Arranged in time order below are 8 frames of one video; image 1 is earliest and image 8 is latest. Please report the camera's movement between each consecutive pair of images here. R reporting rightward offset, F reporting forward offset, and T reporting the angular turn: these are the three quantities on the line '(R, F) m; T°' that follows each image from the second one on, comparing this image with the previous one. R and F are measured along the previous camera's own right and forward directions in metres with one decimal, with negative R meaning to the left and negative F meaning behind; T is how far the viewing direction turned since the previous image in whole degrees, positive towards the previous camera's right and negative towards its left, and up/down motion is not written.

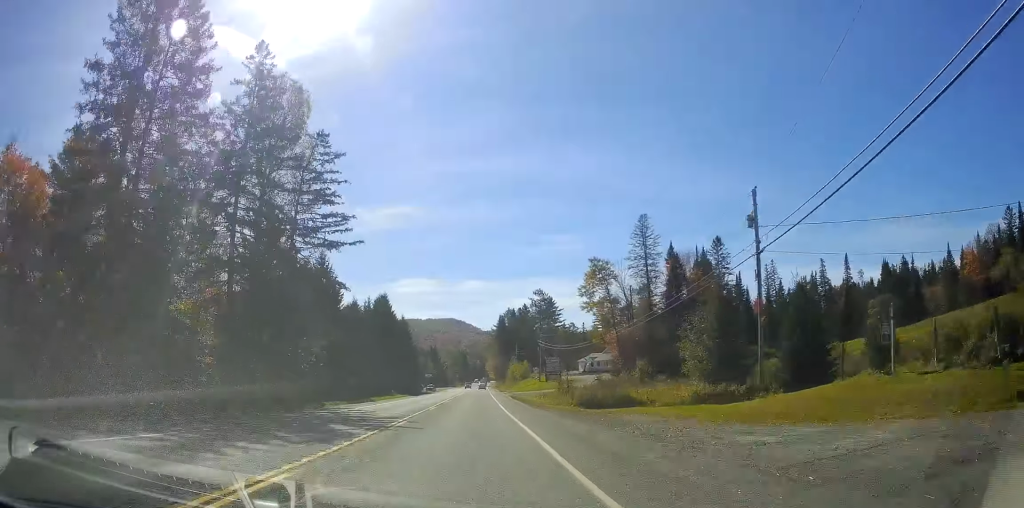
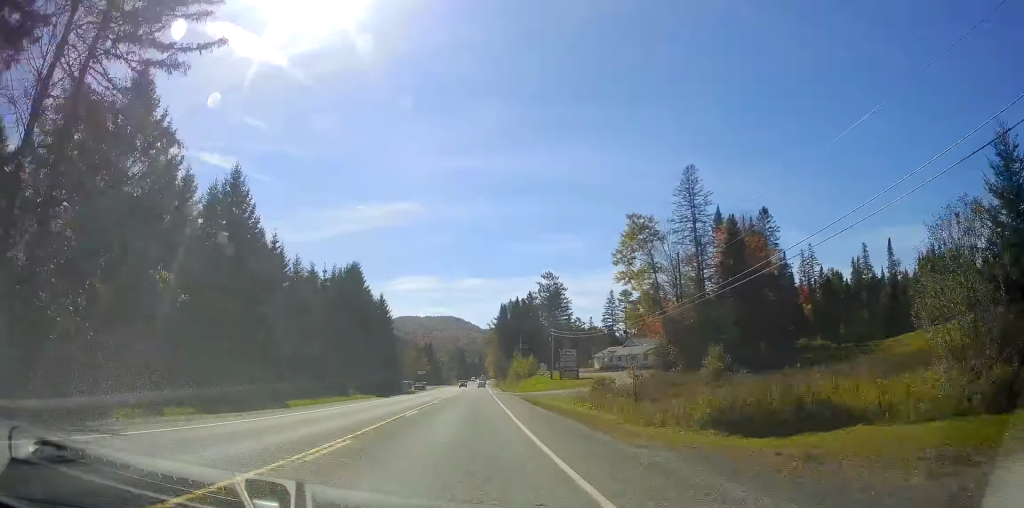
(0.0, +21.1) m; 0°
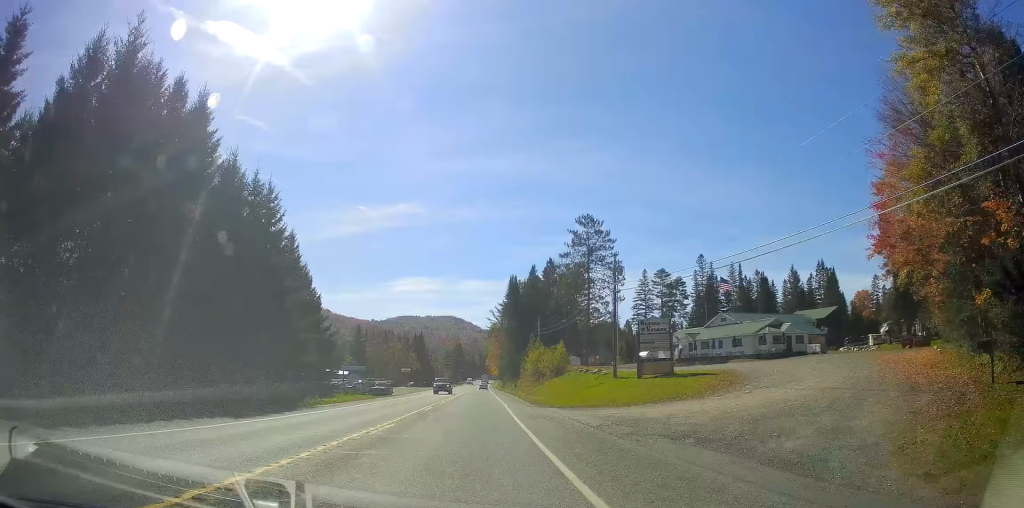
(+0.4, +44.5) m; 0°
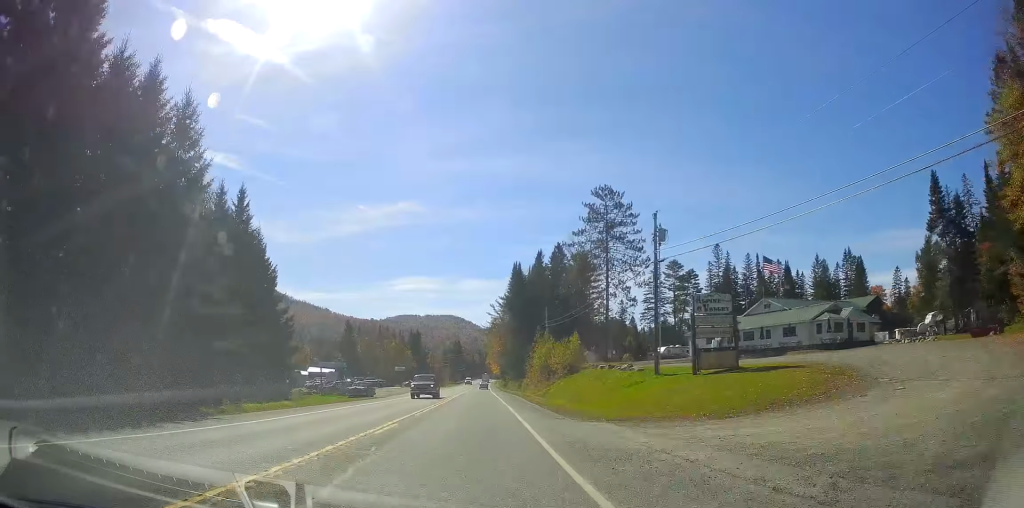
(0.0, +12.1) m; 0°
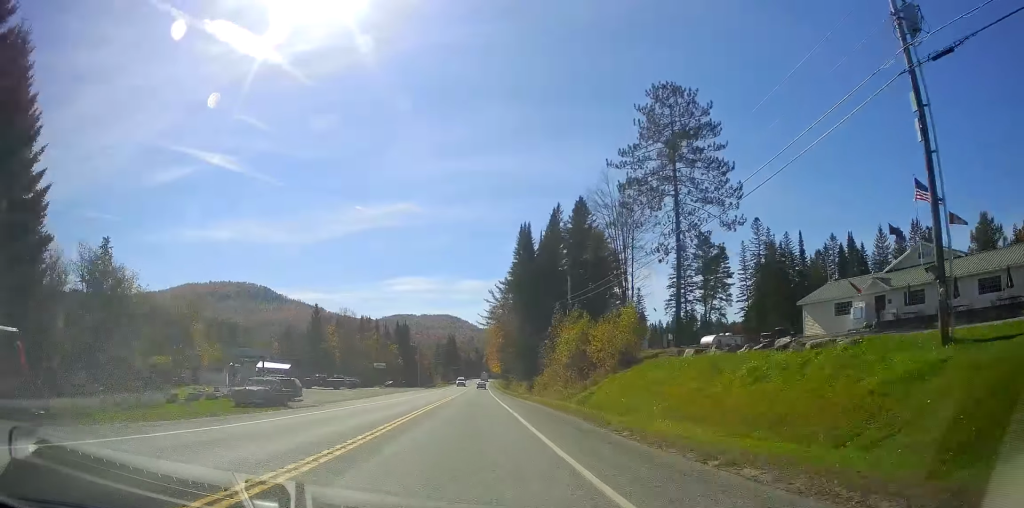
(-0.1, +26.2) m; 0°
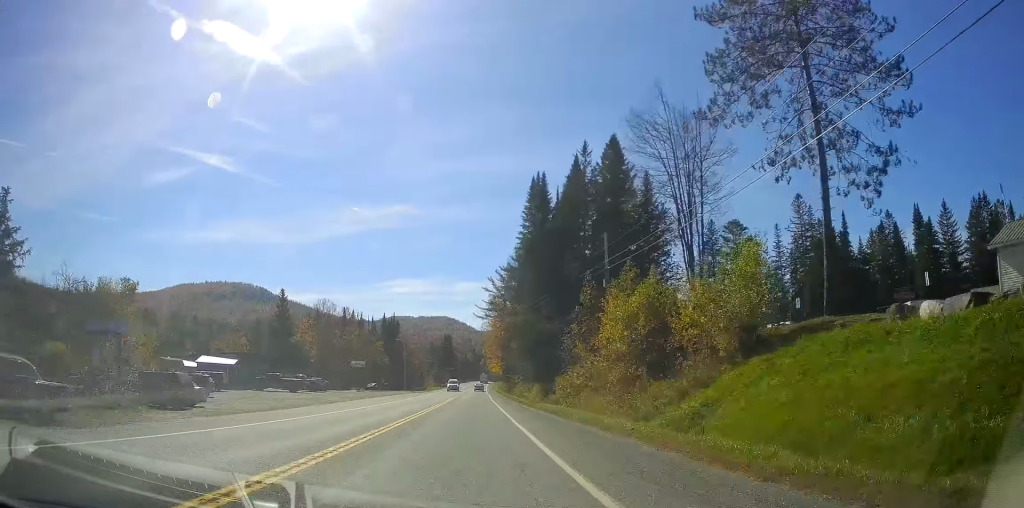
(0.0, +20.1) m; 0°
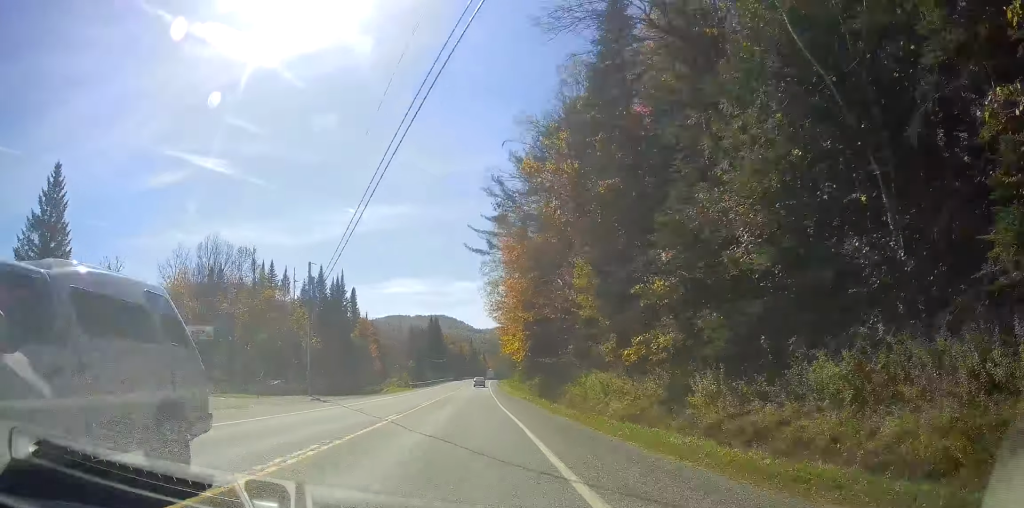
(+1.1, +60.1) m; +2°
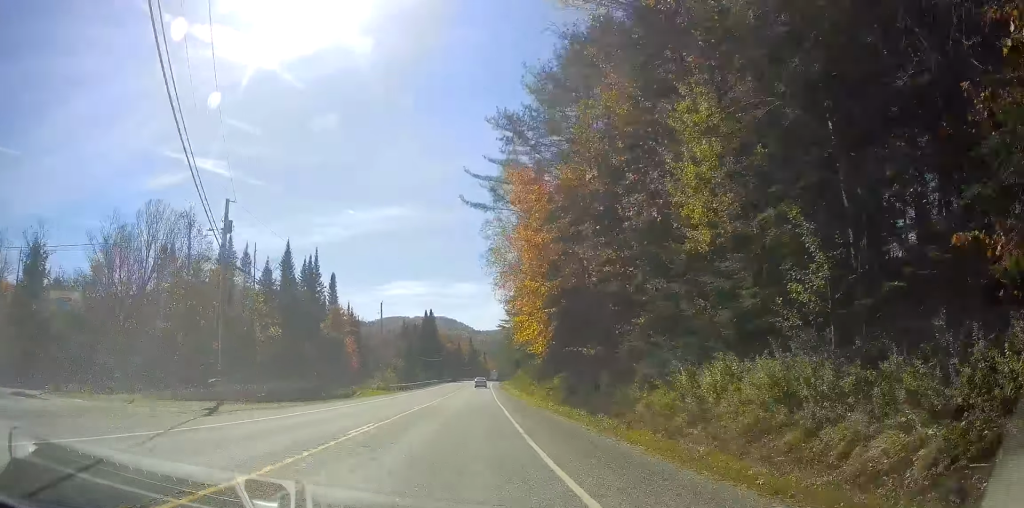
(+0.1, +17.1) m; 0°
